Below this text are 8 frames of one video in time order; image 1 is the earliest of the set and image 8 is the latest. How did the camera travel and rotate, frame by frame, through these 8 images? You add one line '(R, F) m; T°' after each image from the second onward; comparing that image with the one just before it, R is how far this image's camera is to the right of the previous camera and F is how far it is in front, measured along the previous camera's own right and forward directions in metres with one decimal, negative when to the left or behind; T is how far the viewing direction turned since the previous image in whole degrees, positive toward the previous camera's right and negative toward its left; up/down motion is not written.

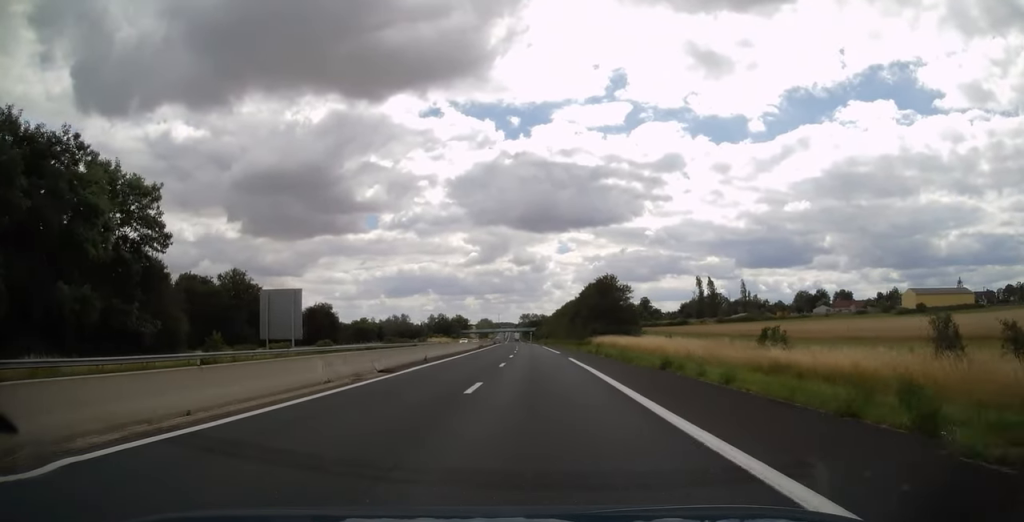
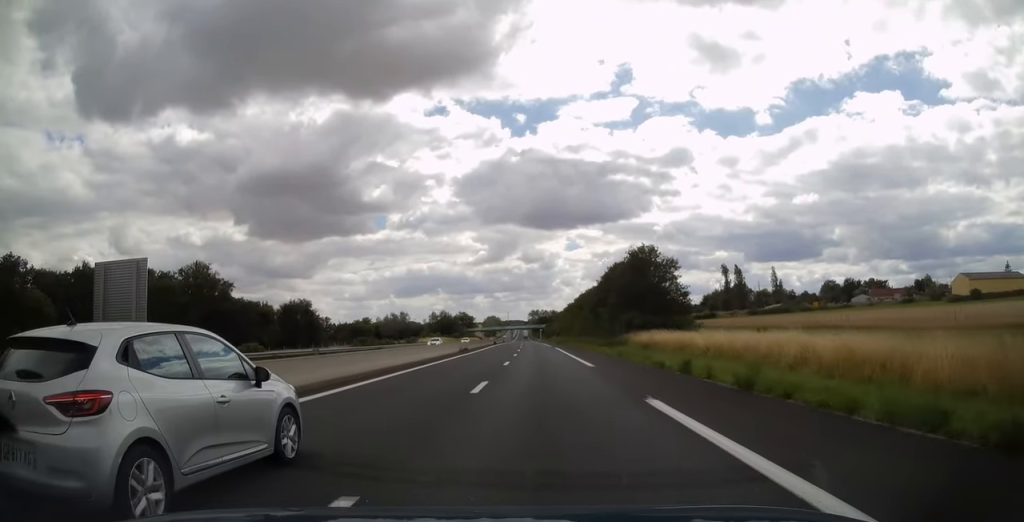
(-0.1, +25.1) m; -1°
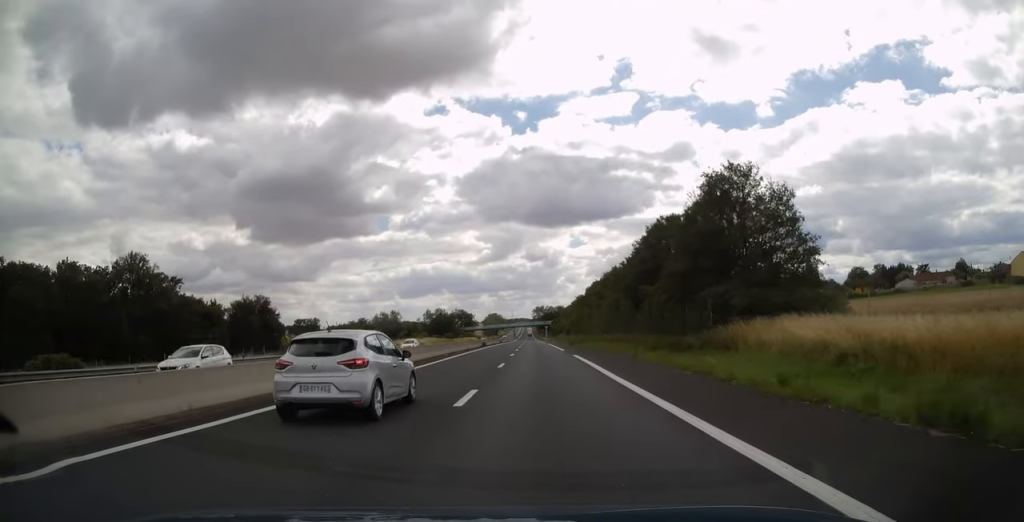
(-0.3, +28.7) m; 0°
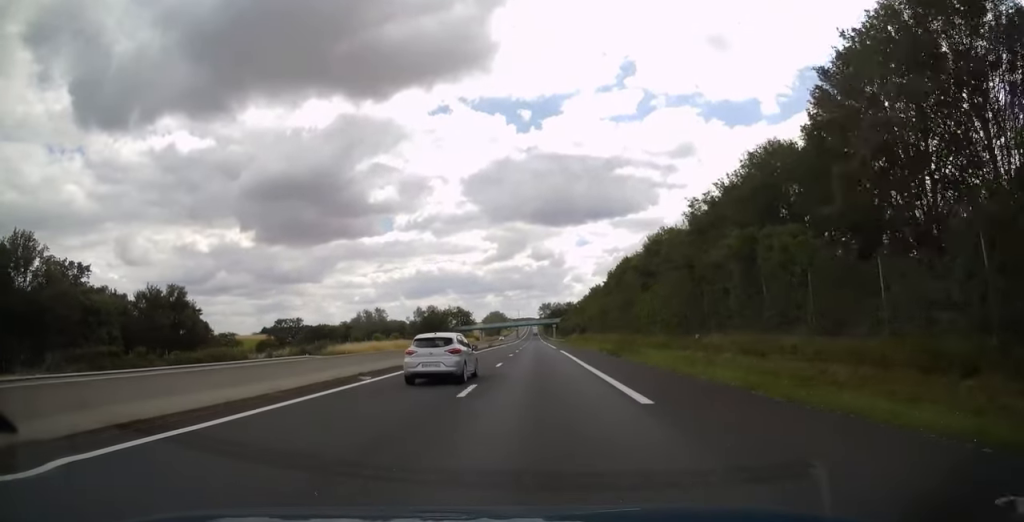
(+0.1, +36.7) m; -1°
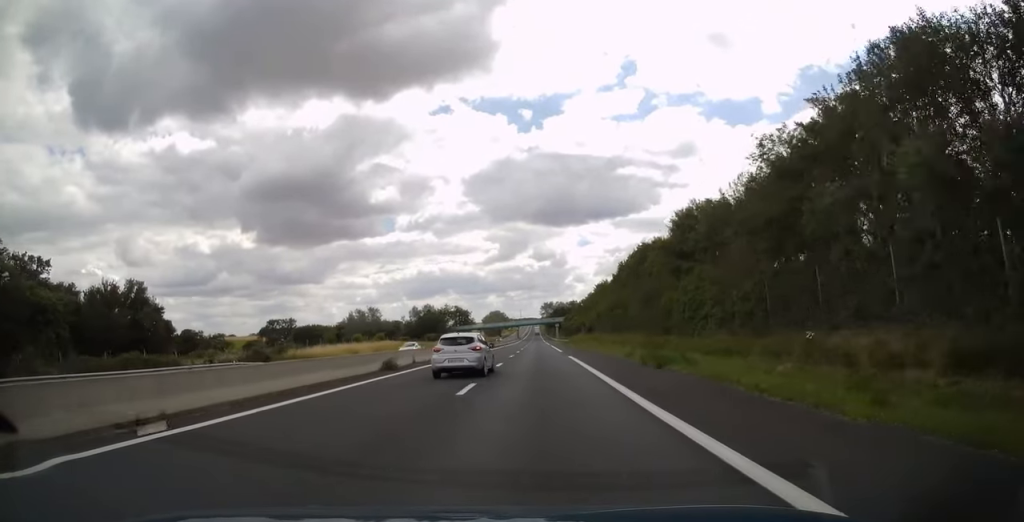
(-0.3, +12.4) m; 0°
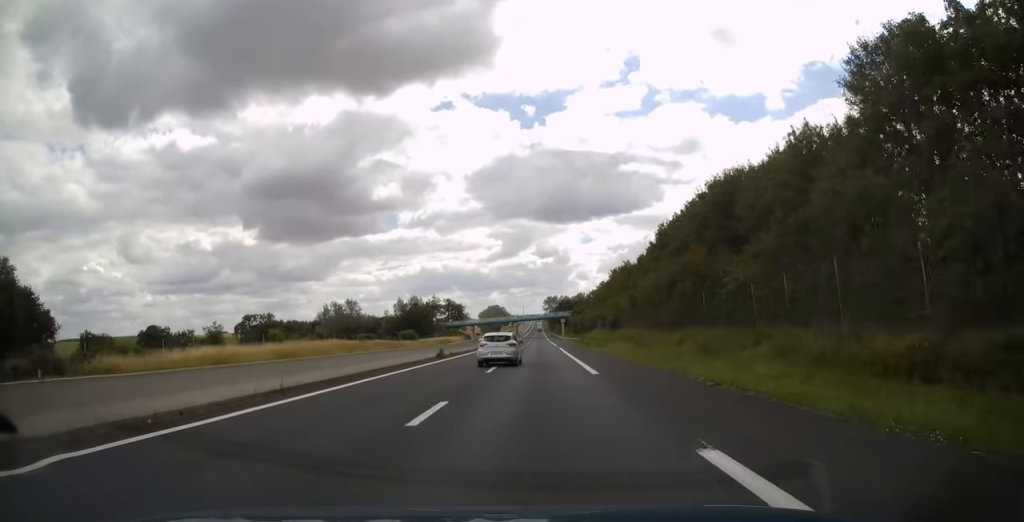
(-0.3, +30.3) m; 0°
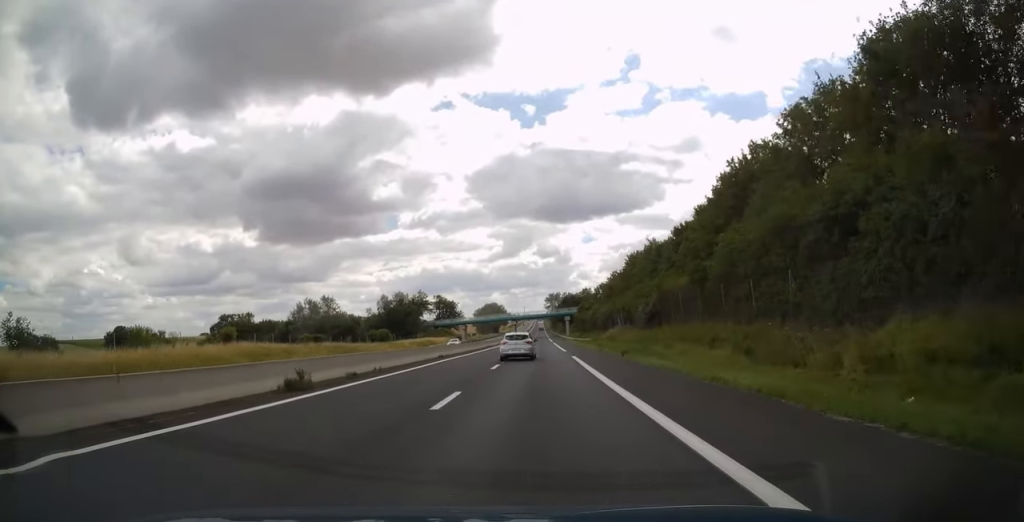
(+0.1, +23.8) m; 0°
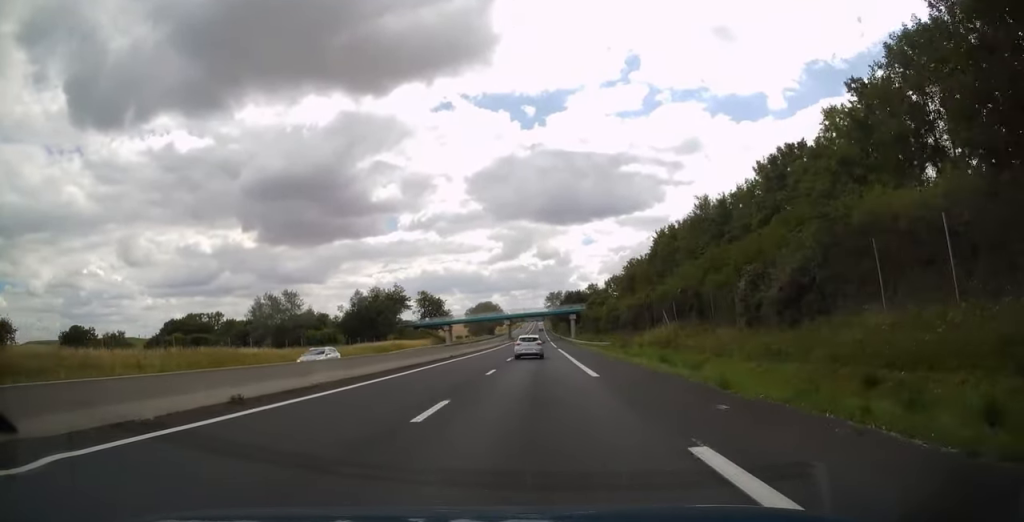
(0.0, +27.2) m; 0°
